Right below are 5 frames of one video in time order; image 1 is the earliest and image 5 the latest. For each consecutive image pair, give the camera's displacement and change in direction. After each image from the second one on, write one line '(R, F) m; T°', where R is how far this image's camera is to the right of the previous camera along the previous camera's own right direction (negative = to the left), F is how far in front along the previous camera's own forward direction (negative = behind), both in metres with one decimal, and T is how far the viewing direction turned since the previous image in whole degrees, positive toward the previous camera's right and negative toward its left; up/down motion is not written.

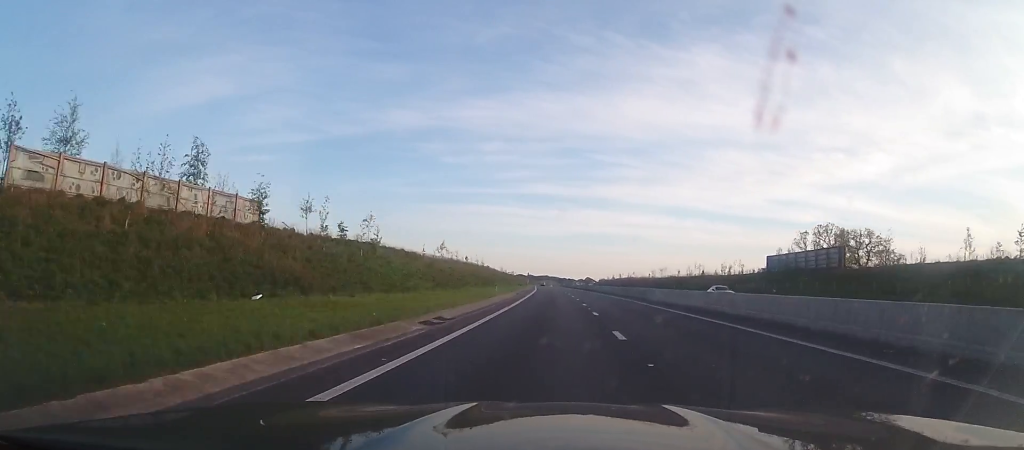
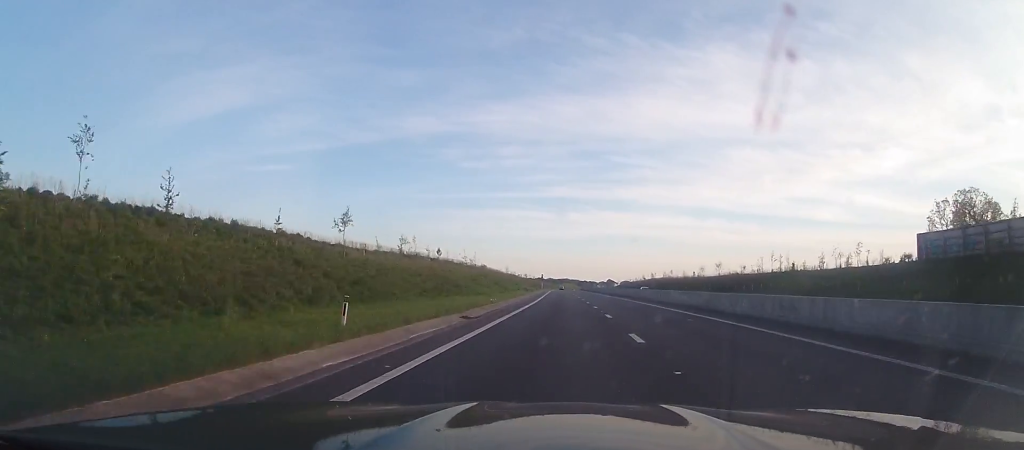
(-0.7, +36.4) m; -2°
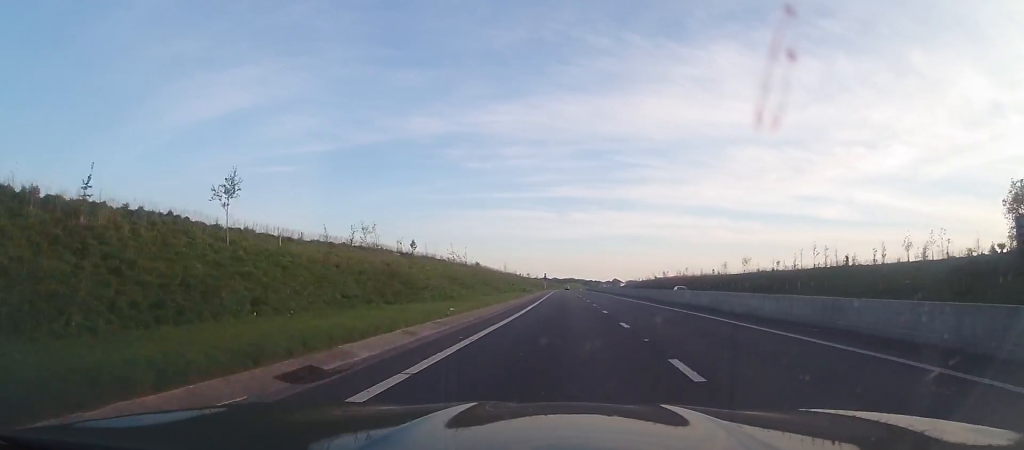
(-0.2, +13.7) m; -1°
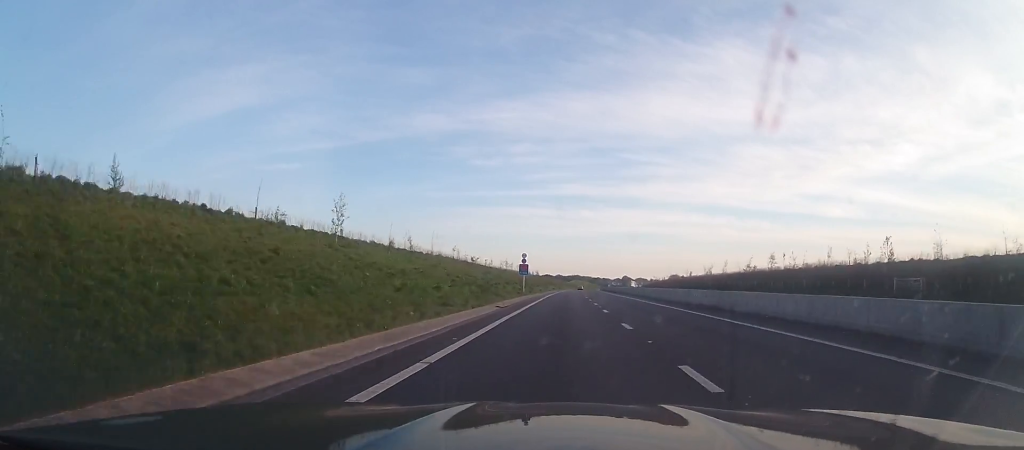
(-0.1, +90.8) m; 0°
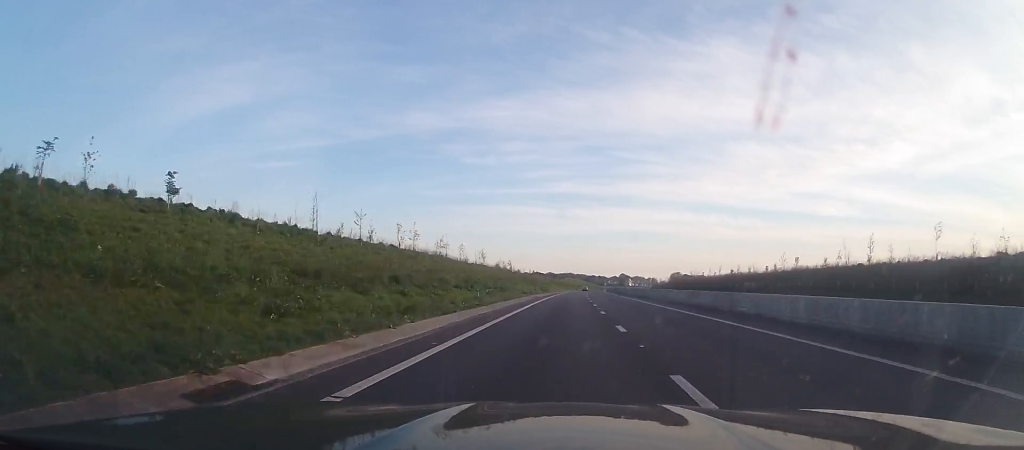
(+1.5, +73.4) m; +2°
